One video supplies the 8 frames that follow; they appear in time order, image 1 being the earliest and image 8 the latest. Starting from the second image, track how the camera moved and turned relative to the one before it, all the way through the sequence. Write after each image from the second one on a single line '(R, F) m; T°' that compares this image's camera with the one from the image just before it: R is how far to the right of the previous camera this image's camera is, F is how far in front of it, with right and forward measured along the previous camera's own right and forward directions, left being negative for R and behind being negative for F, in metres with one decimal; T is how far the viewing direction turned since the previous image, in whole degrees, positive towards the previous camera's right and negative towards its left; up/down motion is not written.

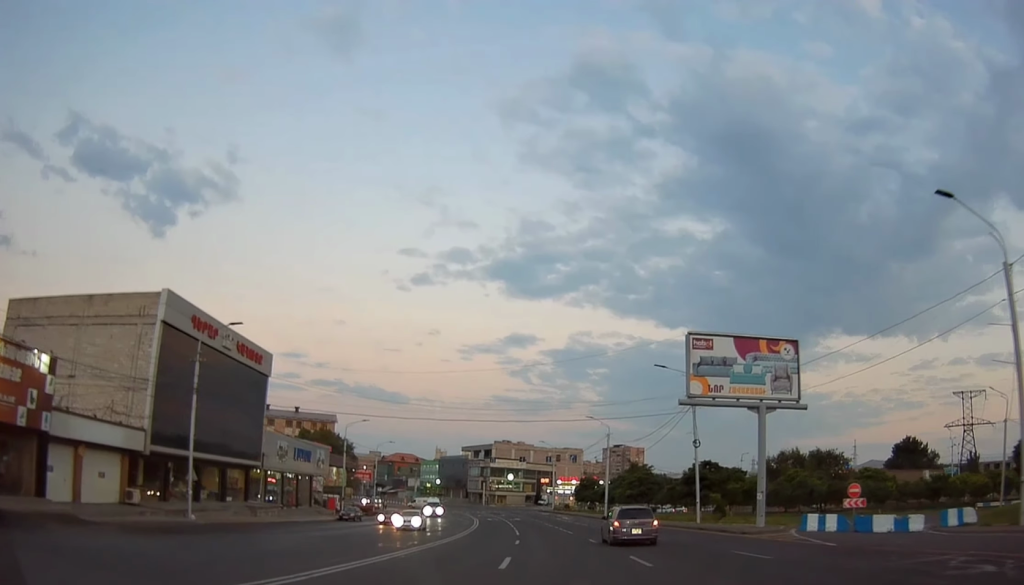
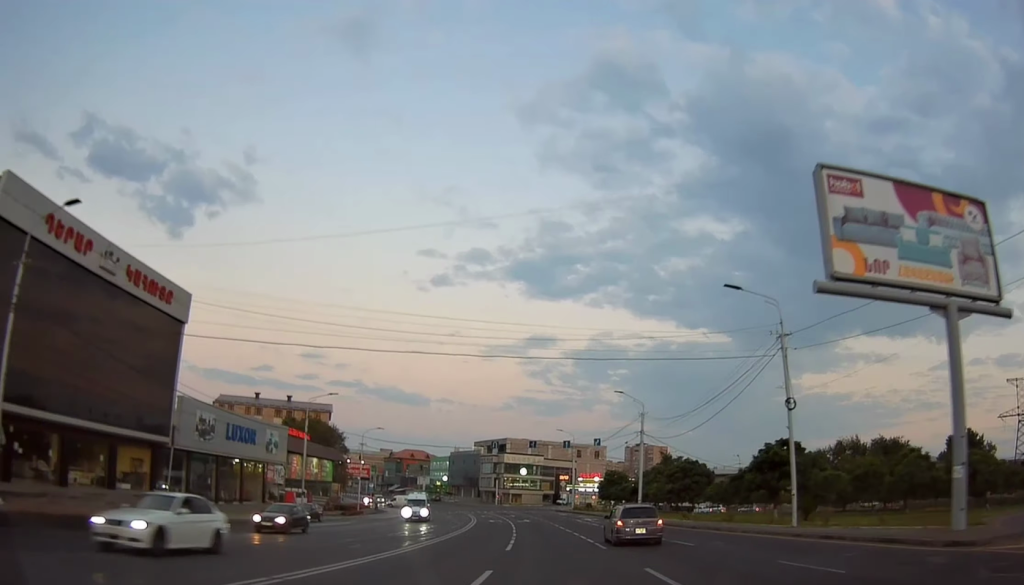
(+0.3, +17.5) m; -1°
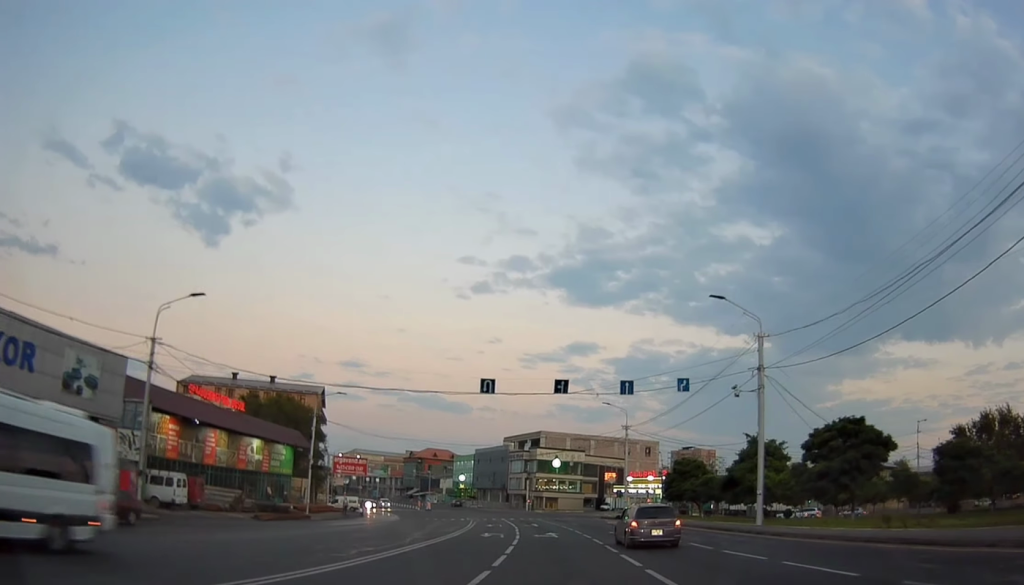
(-1.3, +30.1) m; -4°
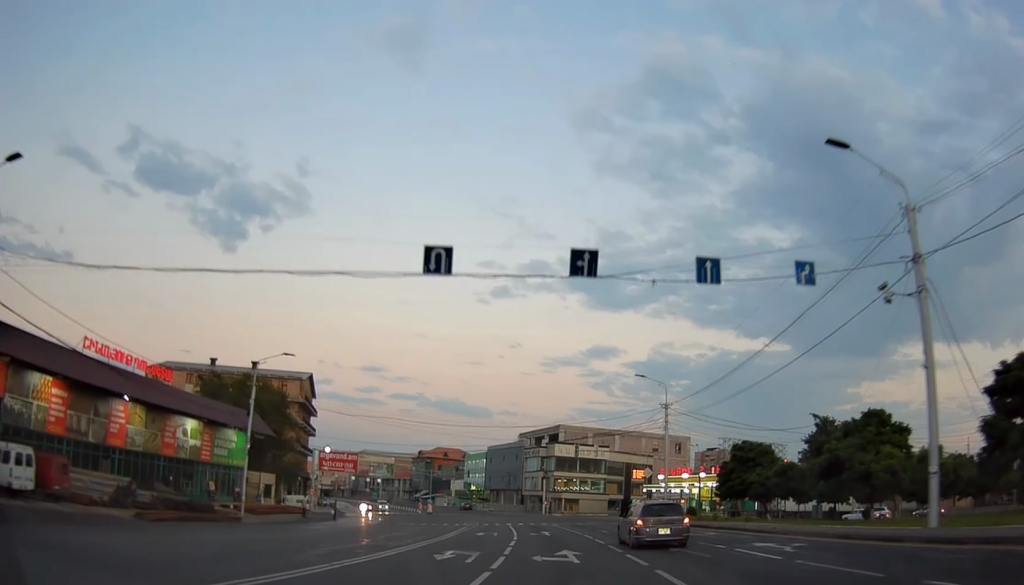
(0.0, +16.4) m; -1°
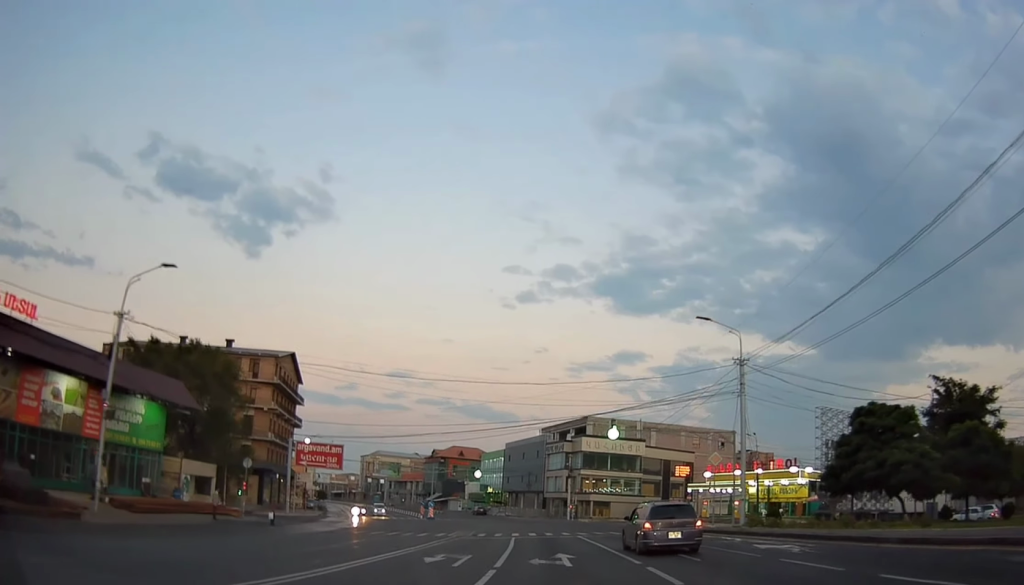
(-0.3, +18.4) m; -3°
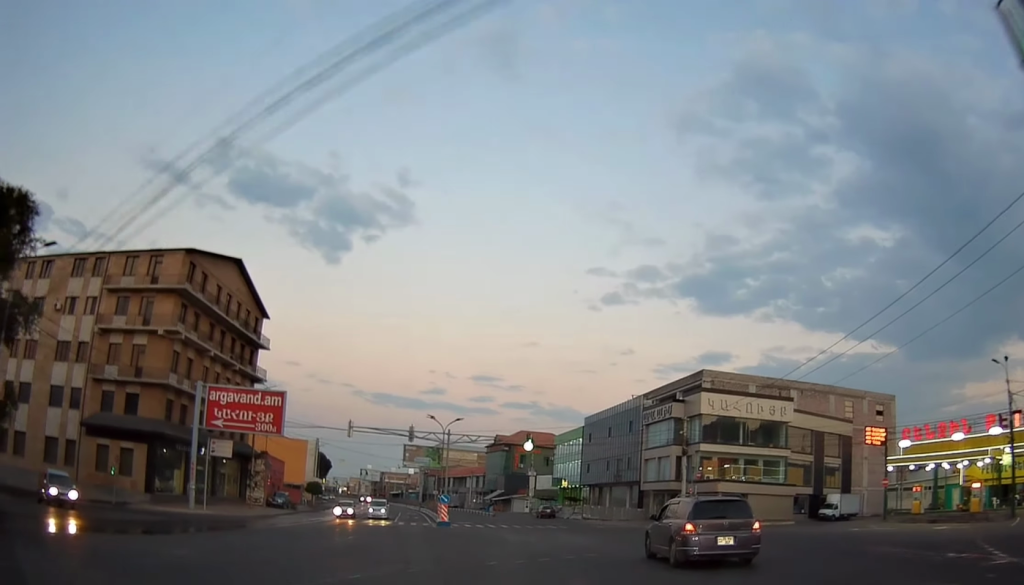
(-2.1, +38.9) m; -6°
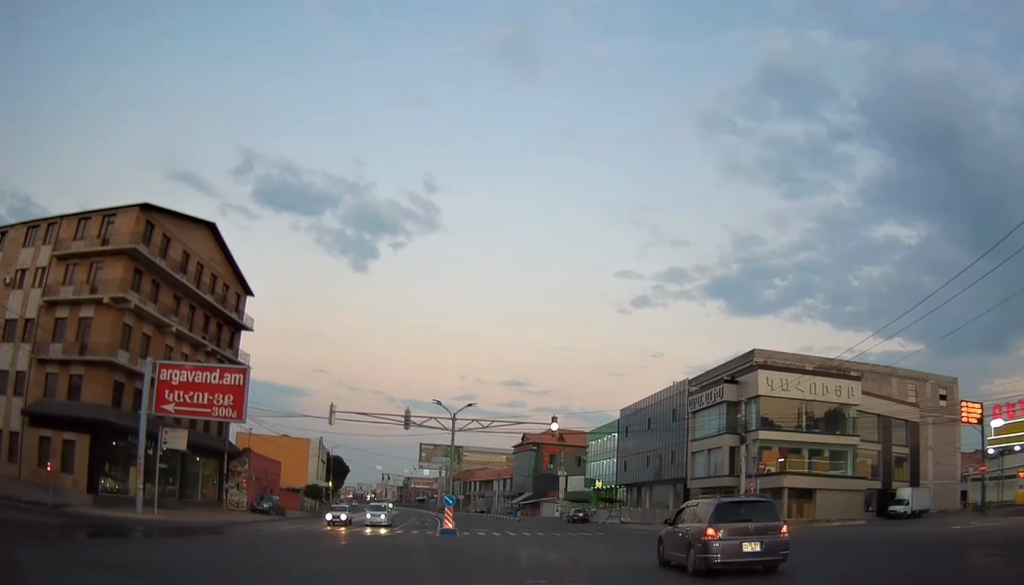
(+0.3, +10.5) m; -2°
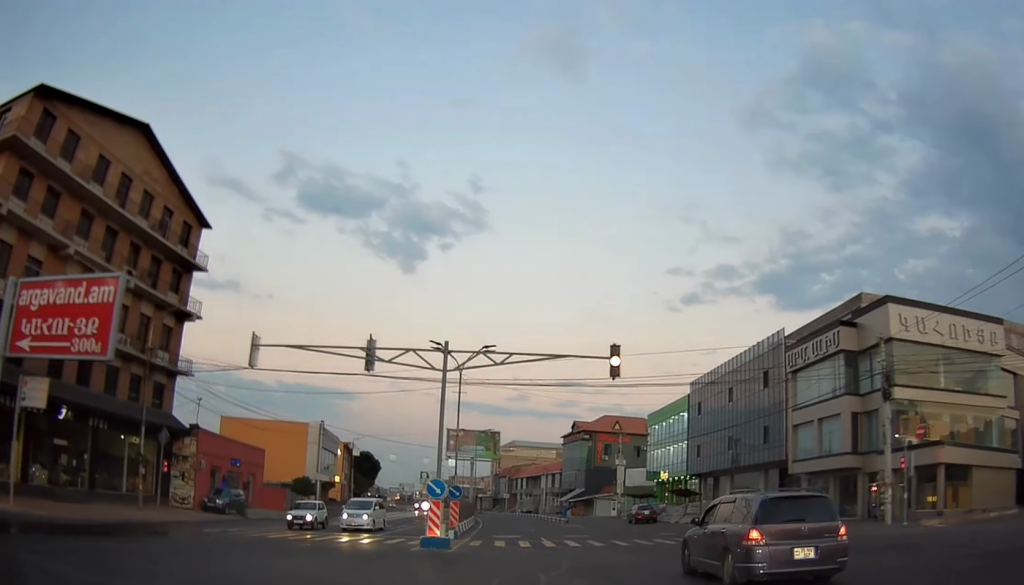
(-0.9, +16.7) m; -4°
